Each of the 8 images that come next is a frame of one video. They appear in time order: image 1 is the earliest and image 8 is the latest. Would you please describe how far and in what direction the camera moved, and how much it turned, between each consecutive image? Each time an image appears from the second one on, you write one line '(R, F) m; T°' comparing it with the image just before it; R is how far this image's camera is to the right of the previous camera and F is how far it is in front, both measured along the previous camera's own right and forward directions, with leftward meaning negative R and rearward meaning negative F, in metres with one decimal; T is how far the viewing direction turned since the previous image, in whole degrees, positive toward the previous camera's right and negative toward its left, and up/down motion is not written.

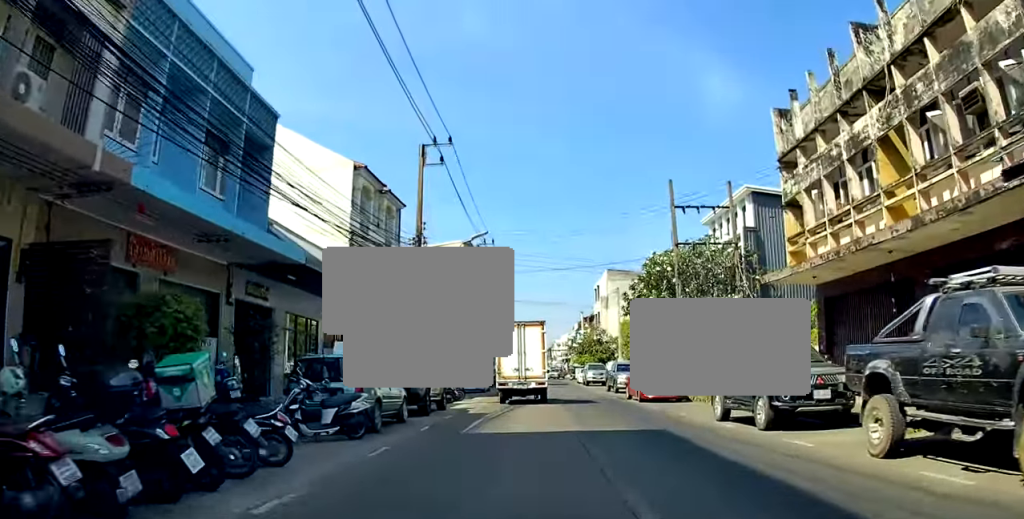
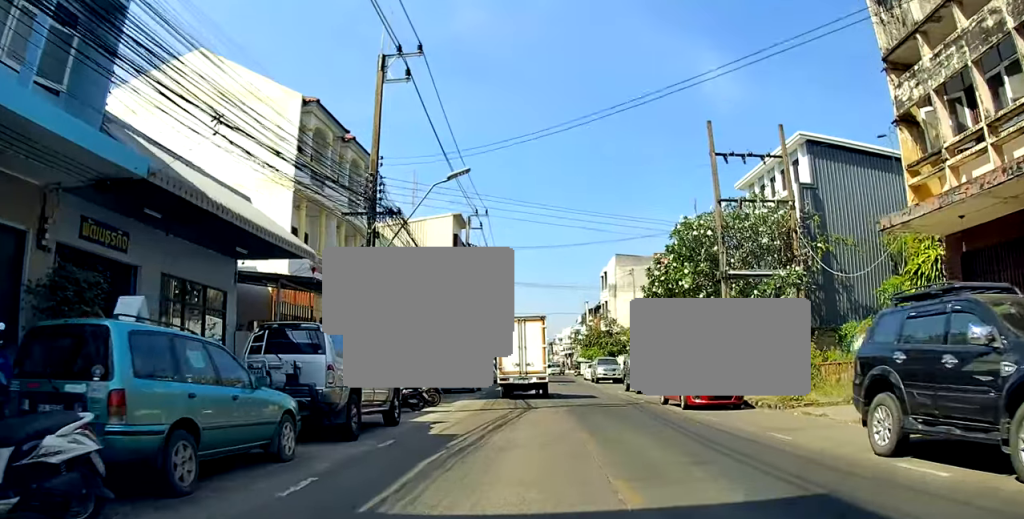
(+0.2, +6.9) m; +3°
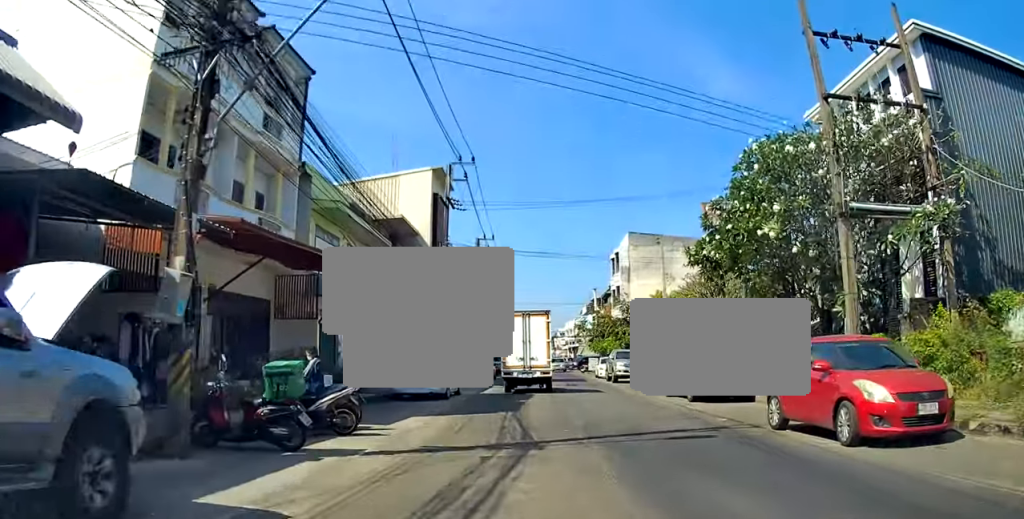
(+0.2, +9.4) m; +1°
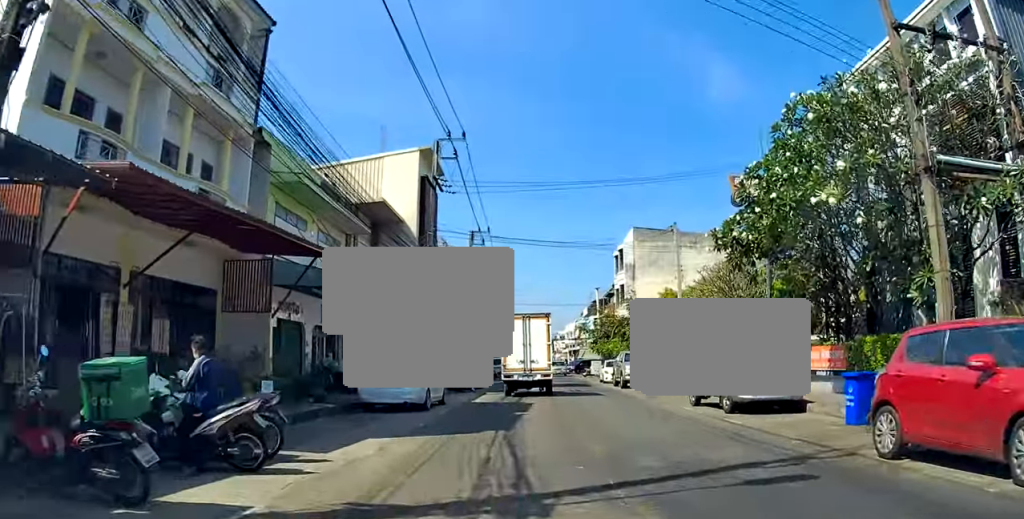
(0.0, +3.7) m; 0°
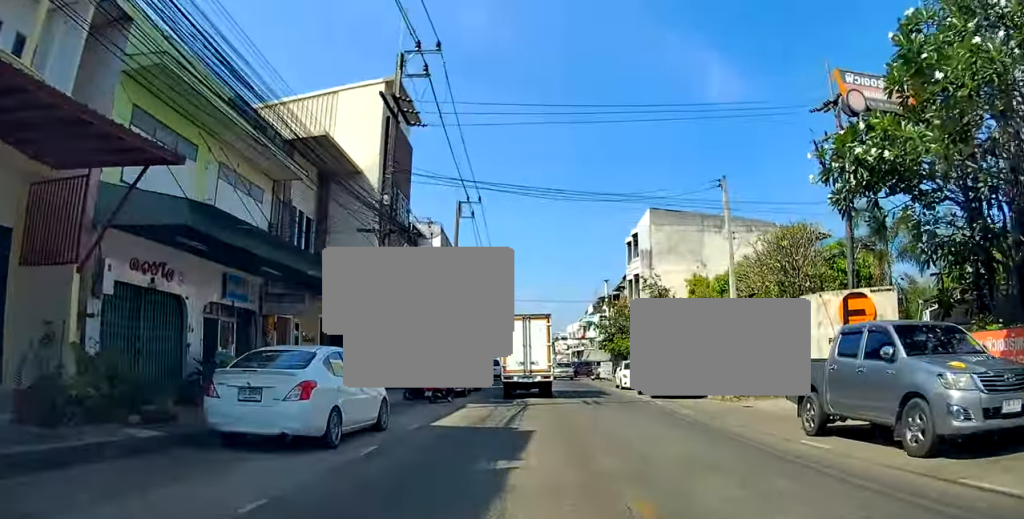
(0.0, +8.0) m; 0°
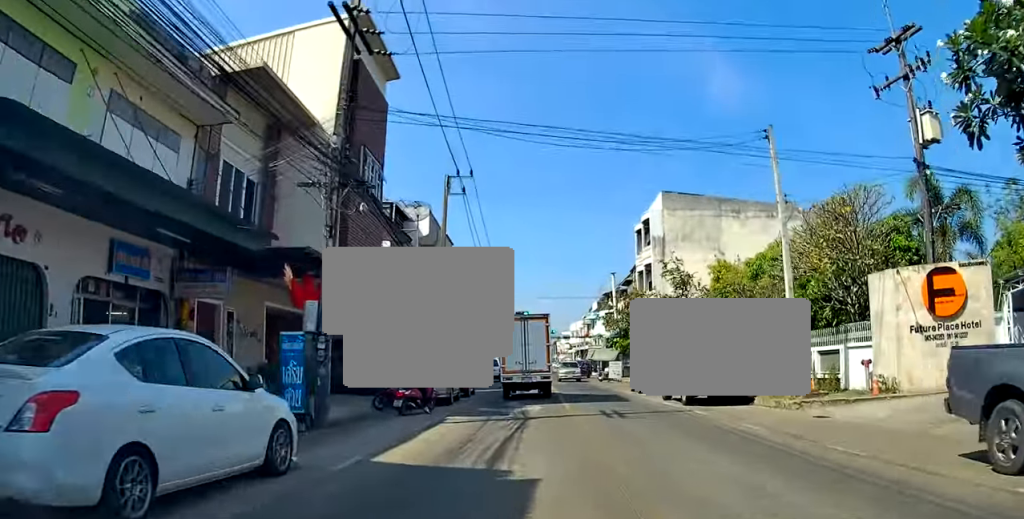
(+0.1, +4.9) m; 0°
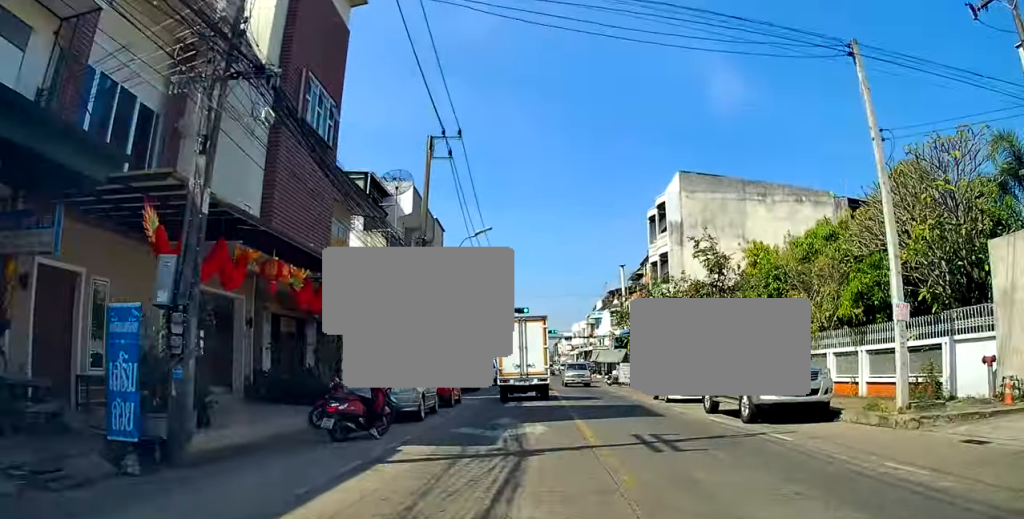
(-0.1, +5.3) m; -1°
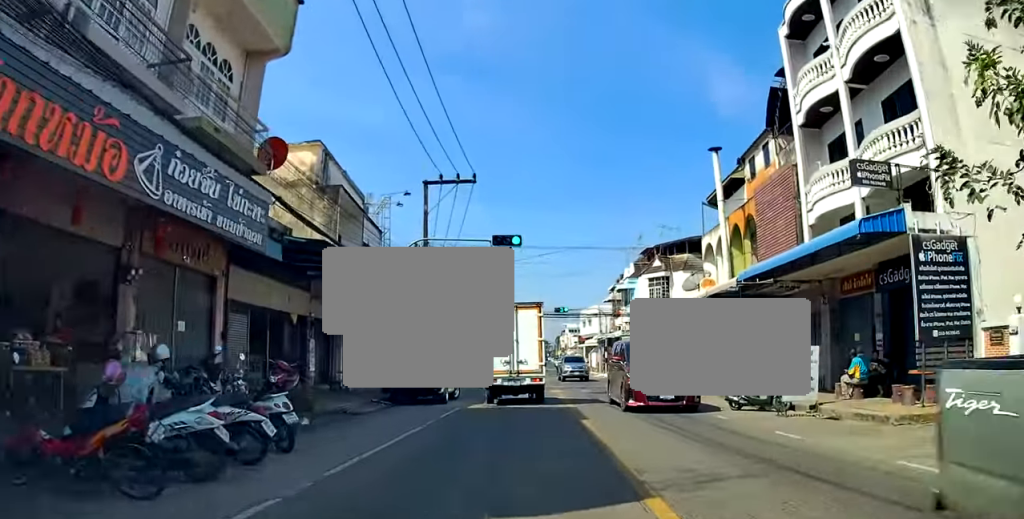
(+0.3, +27.2) m; +2°
